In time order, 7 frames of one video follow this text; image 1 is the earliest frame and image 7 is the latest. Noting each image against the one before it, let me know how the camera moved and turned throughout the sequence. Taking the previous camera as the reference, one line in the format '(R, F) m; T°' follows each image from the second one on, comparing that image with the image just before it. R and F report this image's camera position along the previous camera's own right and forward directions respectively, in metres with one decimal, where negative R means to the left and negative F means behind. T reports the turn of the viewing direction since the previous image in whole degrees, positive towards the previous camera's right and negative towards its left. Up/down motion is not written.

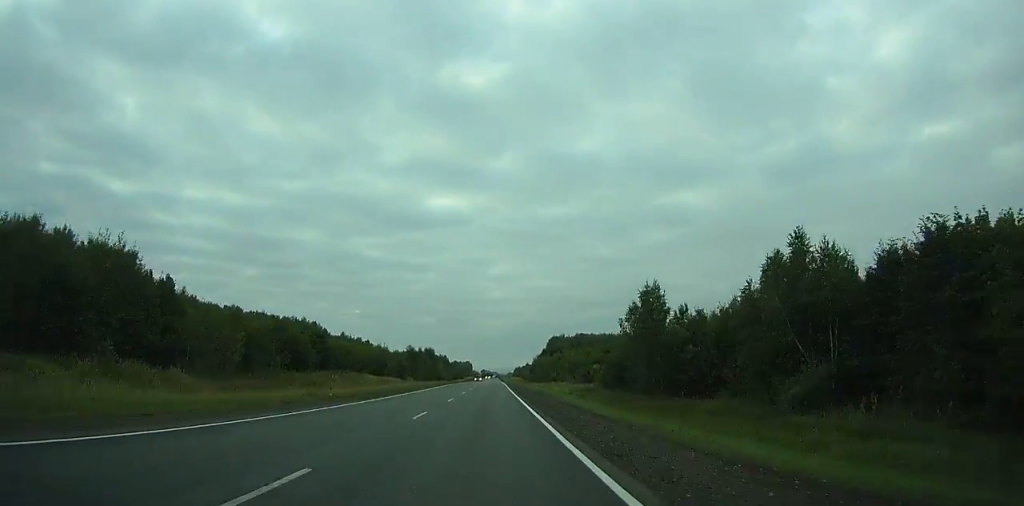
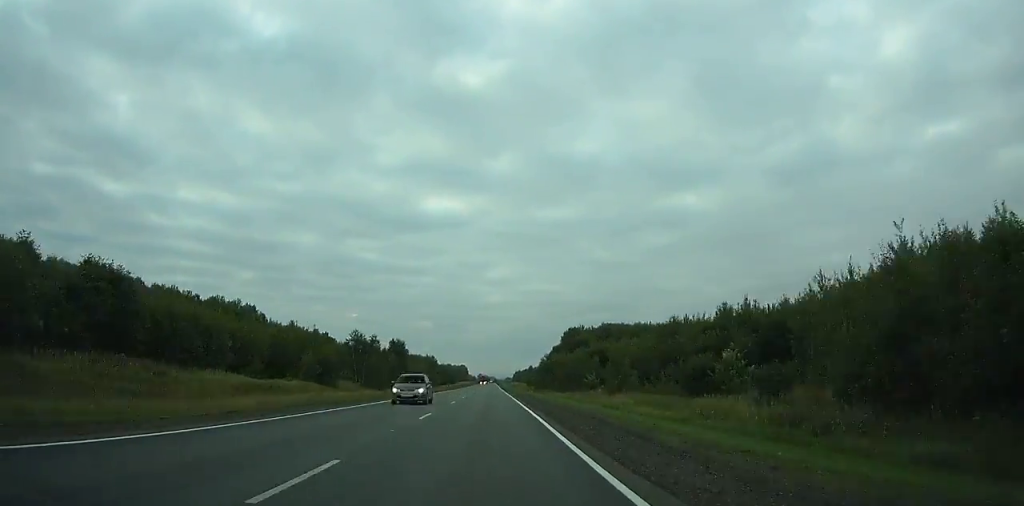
(-7.9, +60.8) m; +7°
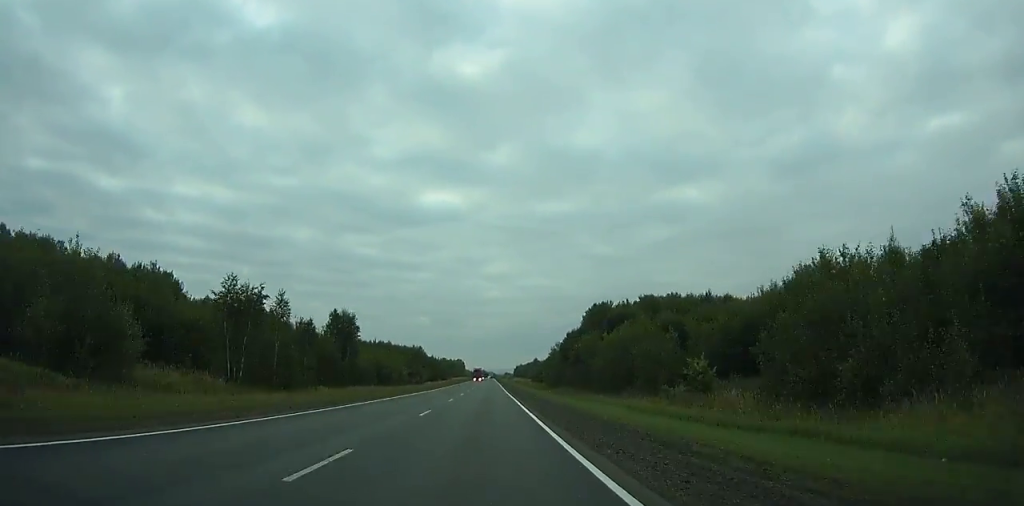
(+13.7, +42.2) m; +5°
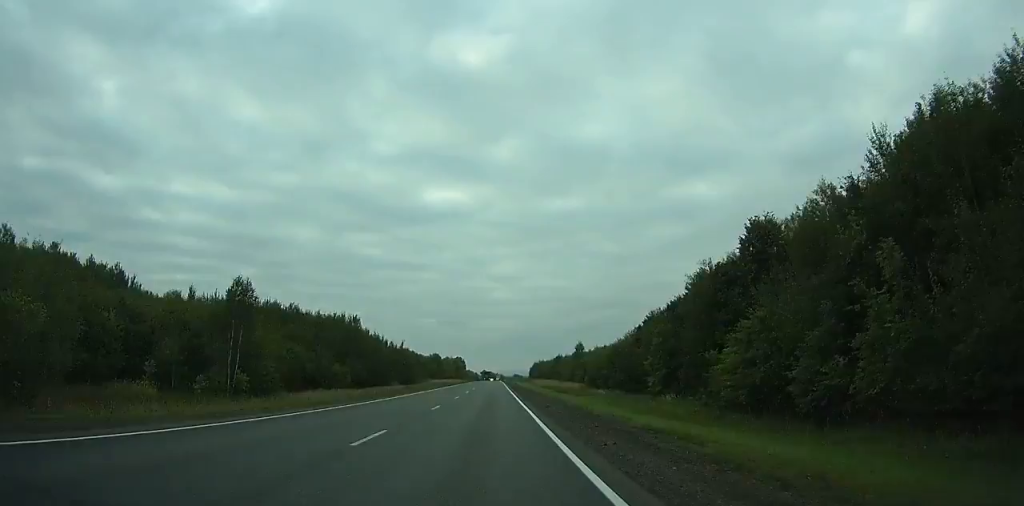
(-6.4, +123.0) m; -7°
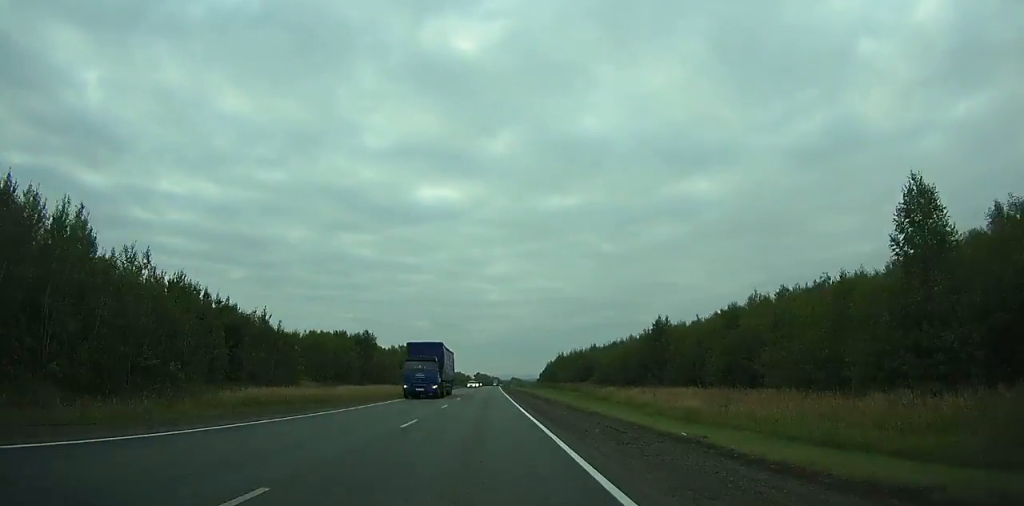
(-0.2, +124.6) m; 0°
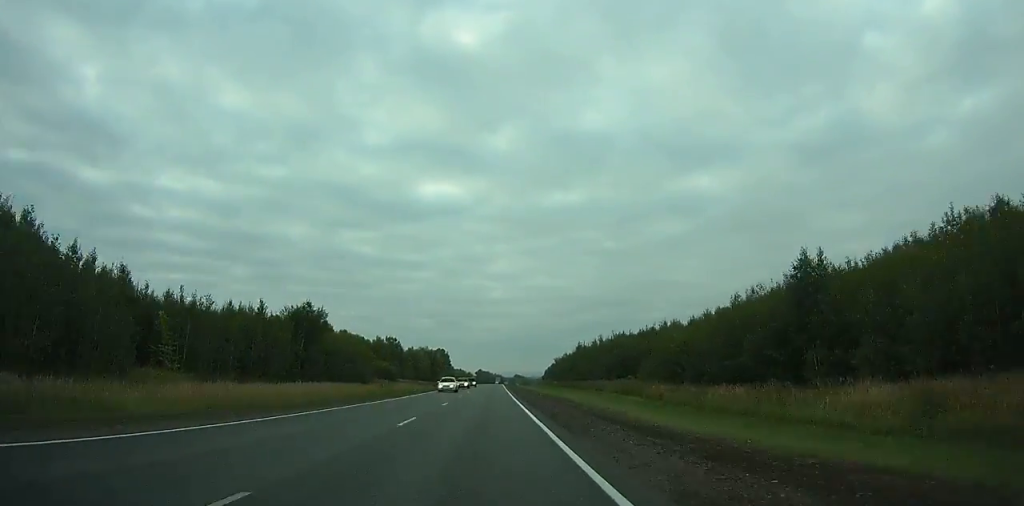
(0.0, +34.5) m; 0°
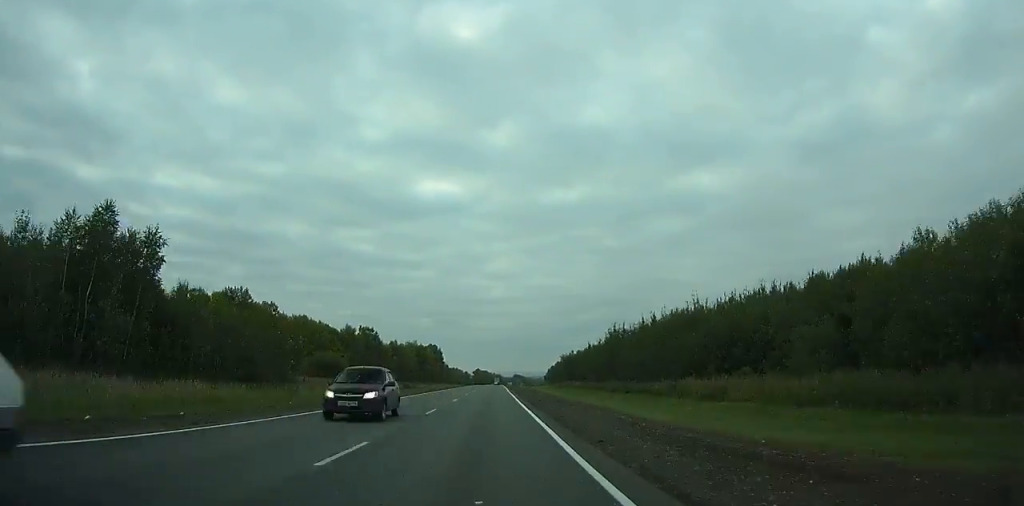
(0.0, +42.6) m; 0°
